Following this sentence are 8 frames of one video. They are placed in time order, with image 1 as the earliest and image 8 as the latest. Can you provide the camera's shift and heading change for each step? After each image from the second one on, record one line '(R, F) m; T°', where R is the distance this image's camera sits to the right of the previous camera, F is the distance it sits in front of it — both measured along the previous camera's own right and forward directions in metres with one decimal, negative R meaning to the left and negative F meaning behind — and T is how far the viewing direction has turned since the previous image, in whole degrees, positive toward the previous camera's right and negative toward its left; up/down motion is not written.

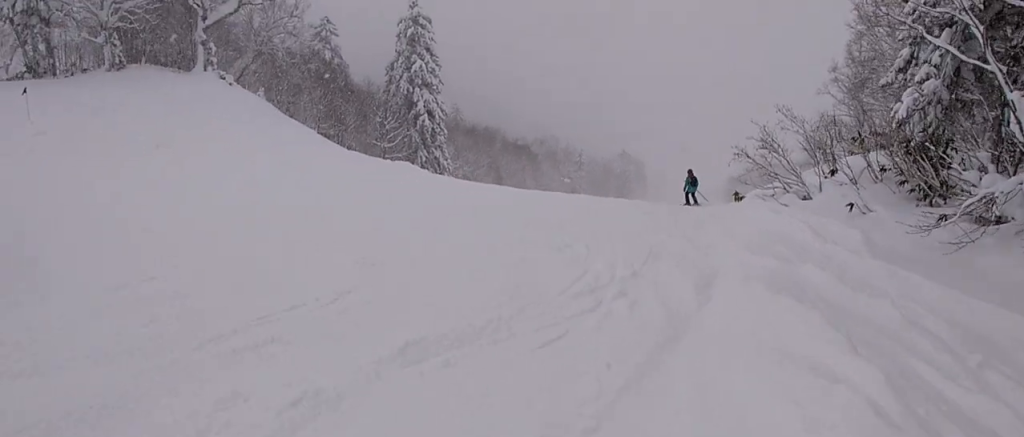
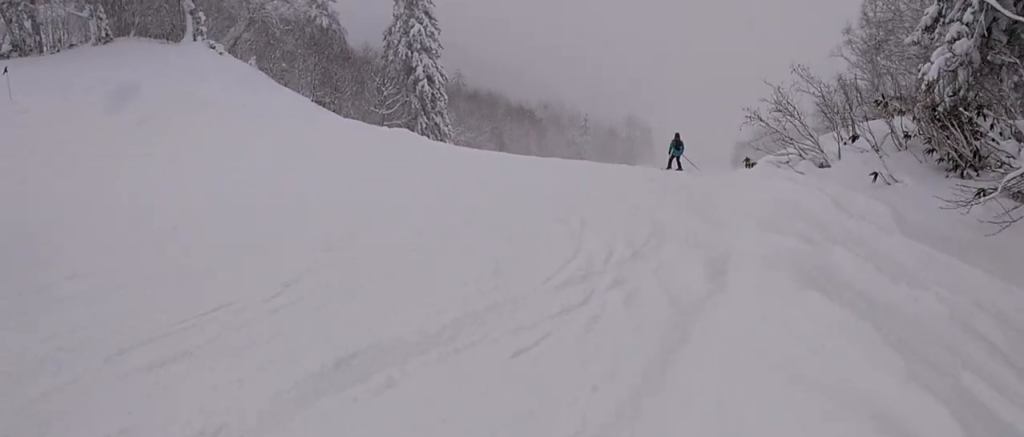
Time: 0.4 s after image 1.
(-0.1, +1.1) m; -5°
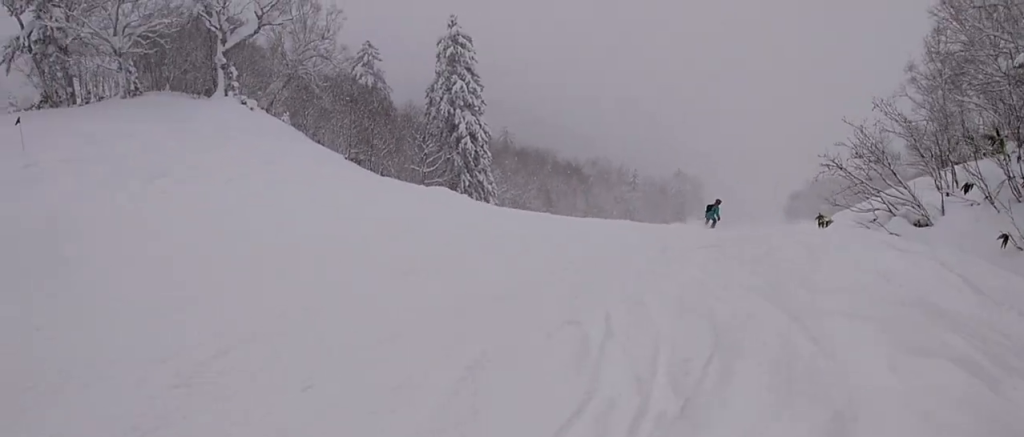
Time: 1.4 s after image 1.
(0.0, +3.2) m; -7°
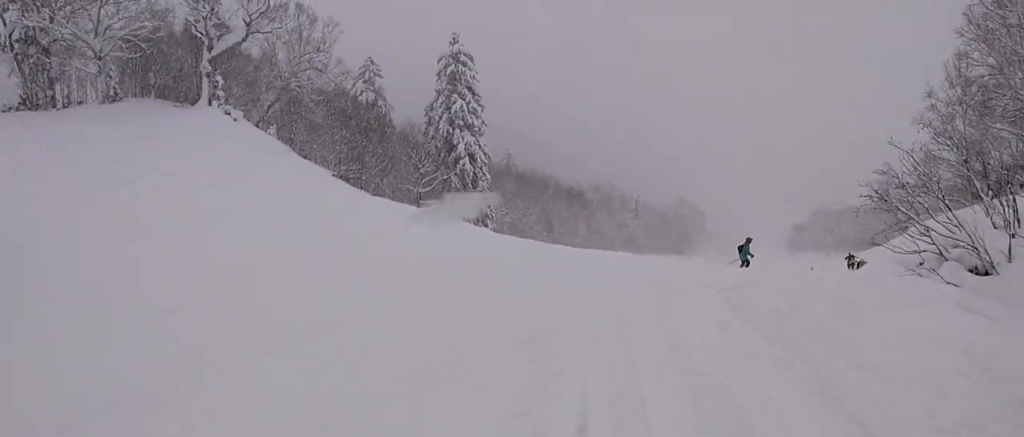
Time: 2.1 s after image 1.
(-0.2, +2.3) m; -12°
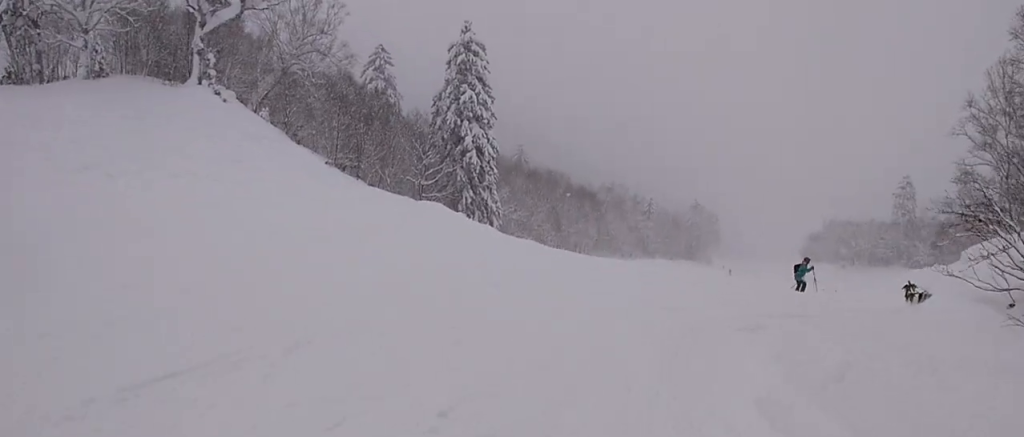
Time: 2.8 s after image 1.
(-0.3, +2.6) m; -2°
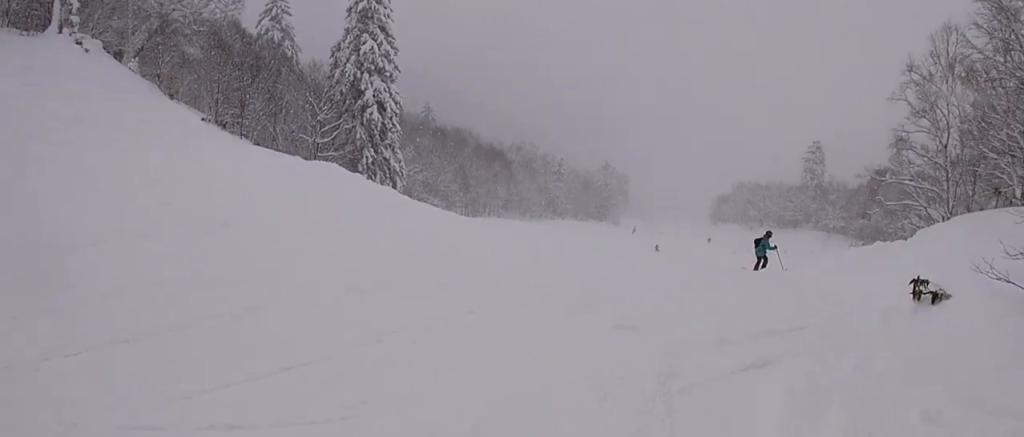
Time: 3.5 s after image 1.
(-0.3, +3.1) m; +8°
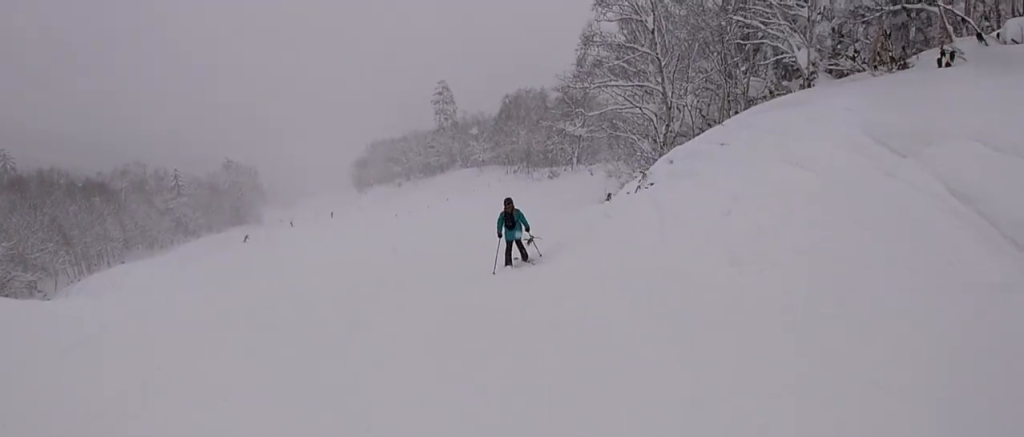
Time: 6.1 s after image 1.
(+4.4, +8.8) m; +57°
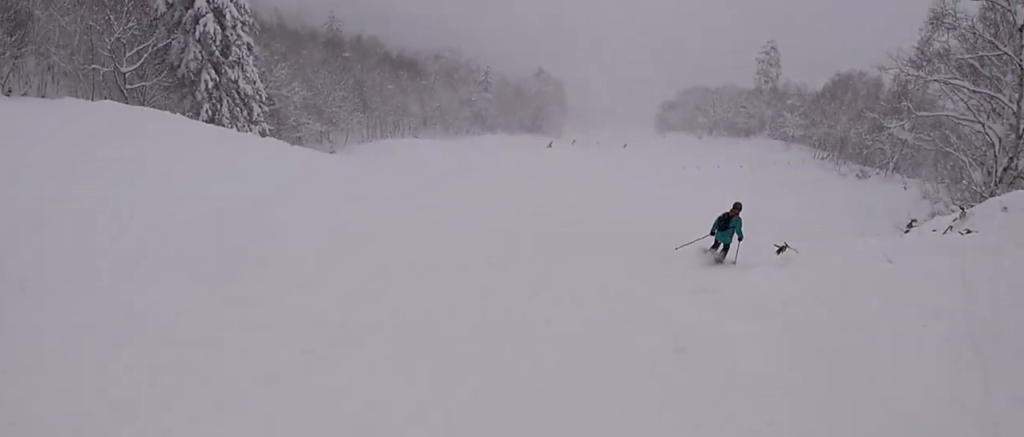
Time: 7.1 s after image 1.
(+0.6, +3.9) m; -23°
